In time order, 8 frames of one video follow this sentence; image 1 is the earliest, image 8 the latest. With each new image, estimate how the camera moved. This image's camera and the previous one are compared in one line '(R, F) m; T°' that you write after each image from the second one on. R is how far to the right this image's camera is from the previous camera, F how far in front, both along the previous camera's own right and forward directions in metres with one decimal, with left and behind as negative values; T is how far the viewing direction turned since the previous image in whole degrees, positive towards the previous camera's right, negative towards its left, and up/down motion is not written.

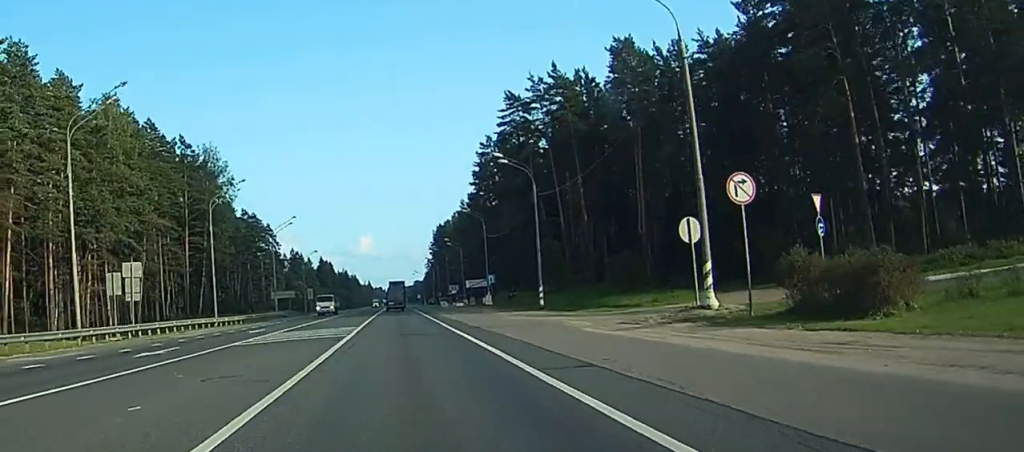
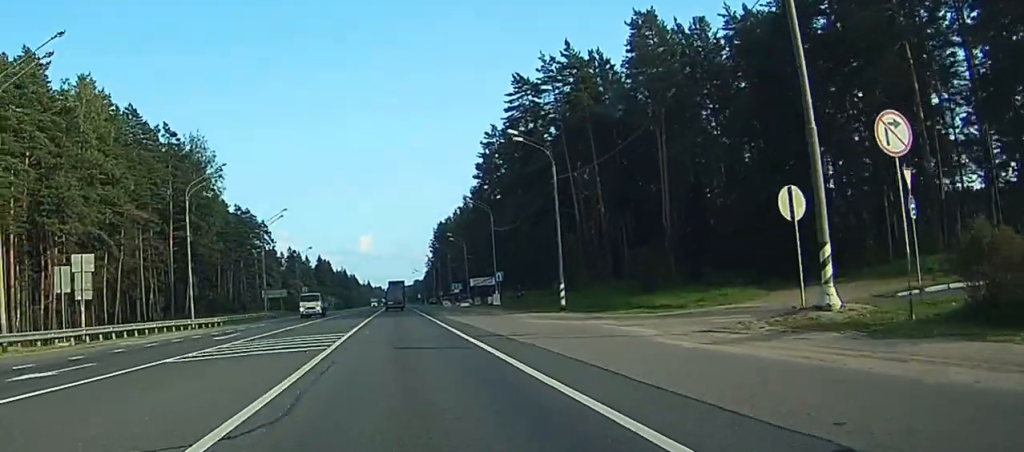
(0.0, +8.3) m; 0°
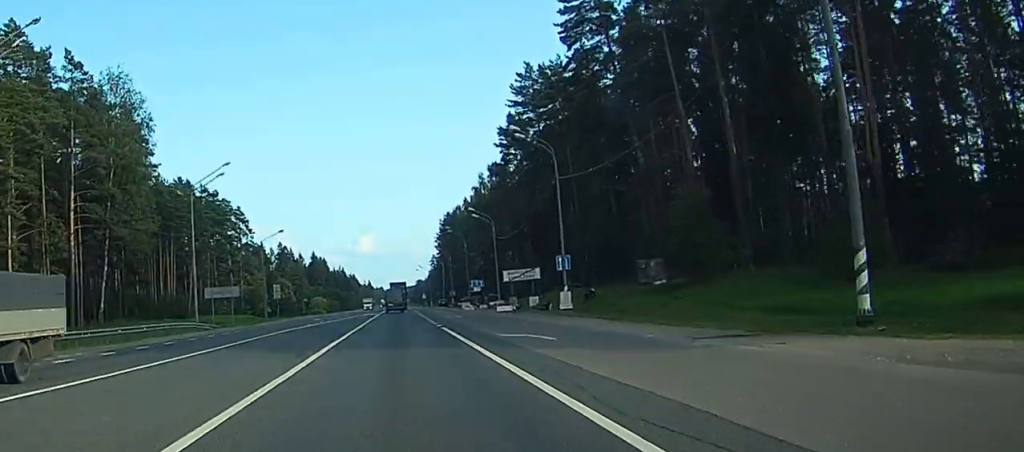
(+0.1, +36.7) m; 0°
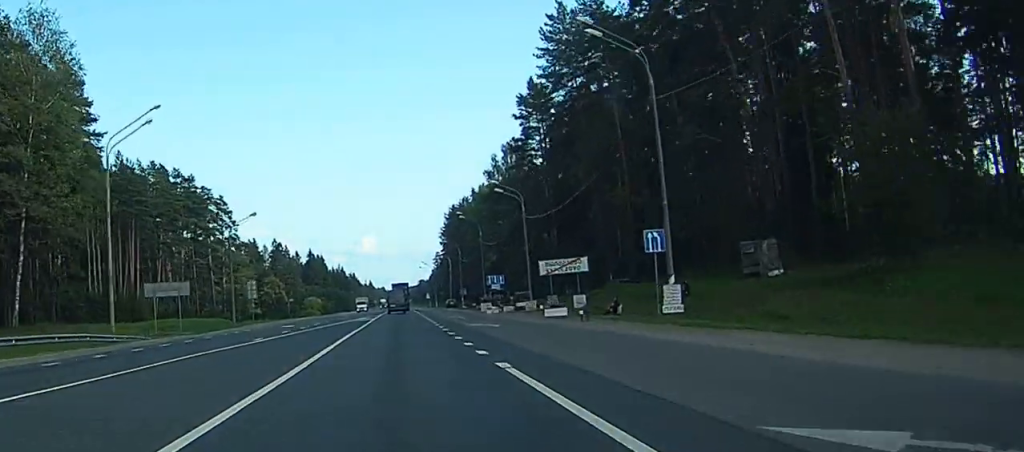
(-0.1, +20.8) m; 0°
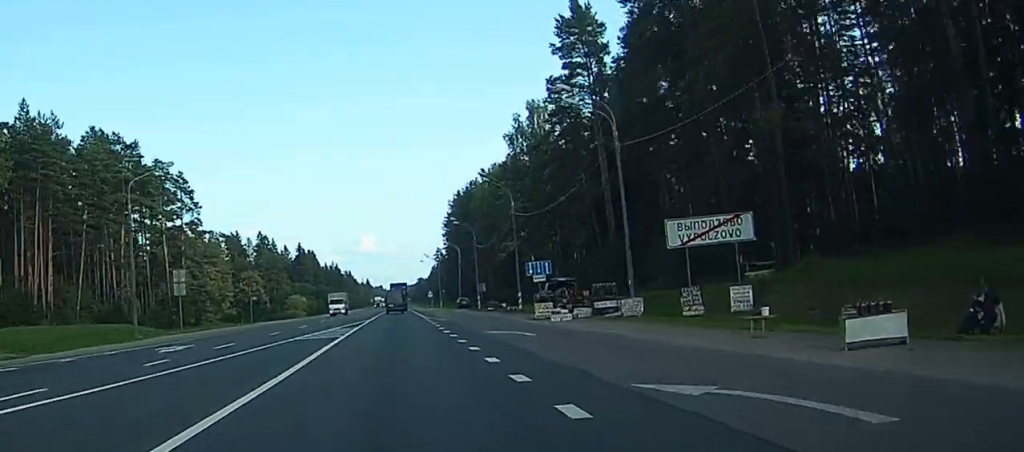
(-0.1, +30.3) m; 0°
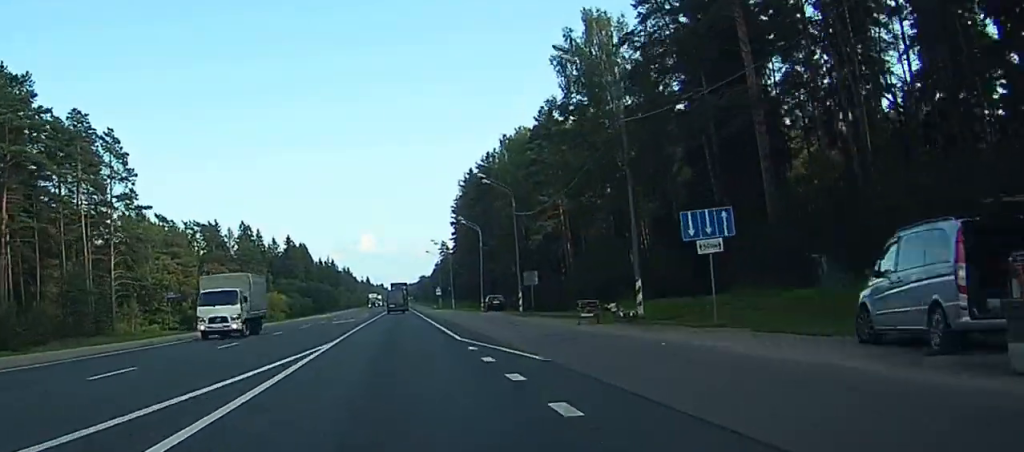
(+1.8, +34.6) m; +2°
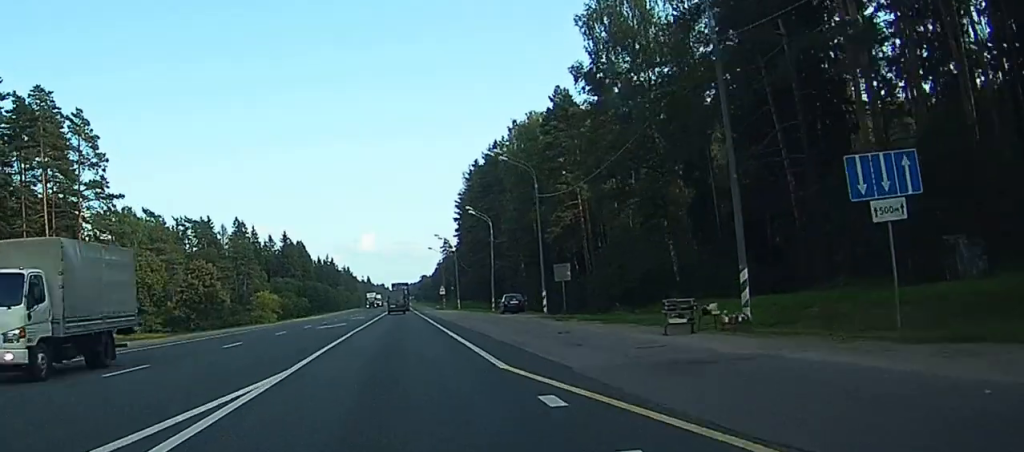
(+0.6, +10.9) m; -2°
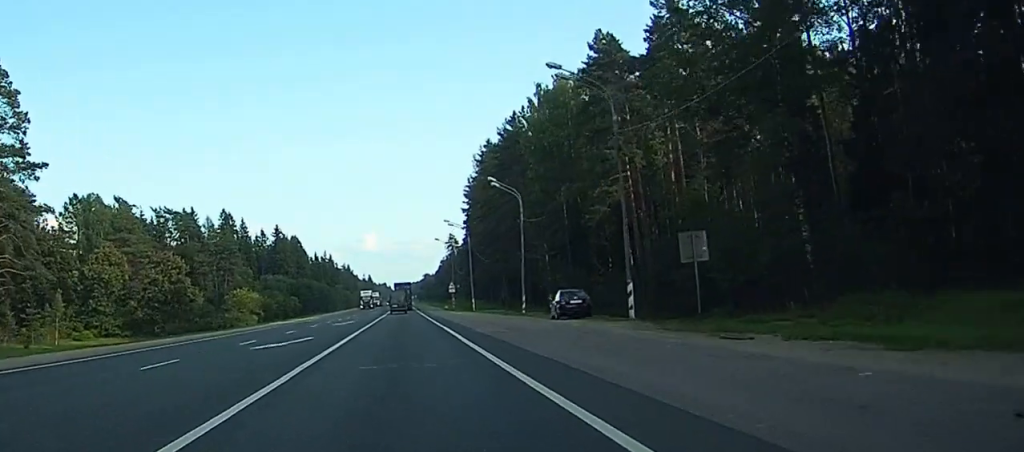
(-2.3, +21.7) m; -3°
